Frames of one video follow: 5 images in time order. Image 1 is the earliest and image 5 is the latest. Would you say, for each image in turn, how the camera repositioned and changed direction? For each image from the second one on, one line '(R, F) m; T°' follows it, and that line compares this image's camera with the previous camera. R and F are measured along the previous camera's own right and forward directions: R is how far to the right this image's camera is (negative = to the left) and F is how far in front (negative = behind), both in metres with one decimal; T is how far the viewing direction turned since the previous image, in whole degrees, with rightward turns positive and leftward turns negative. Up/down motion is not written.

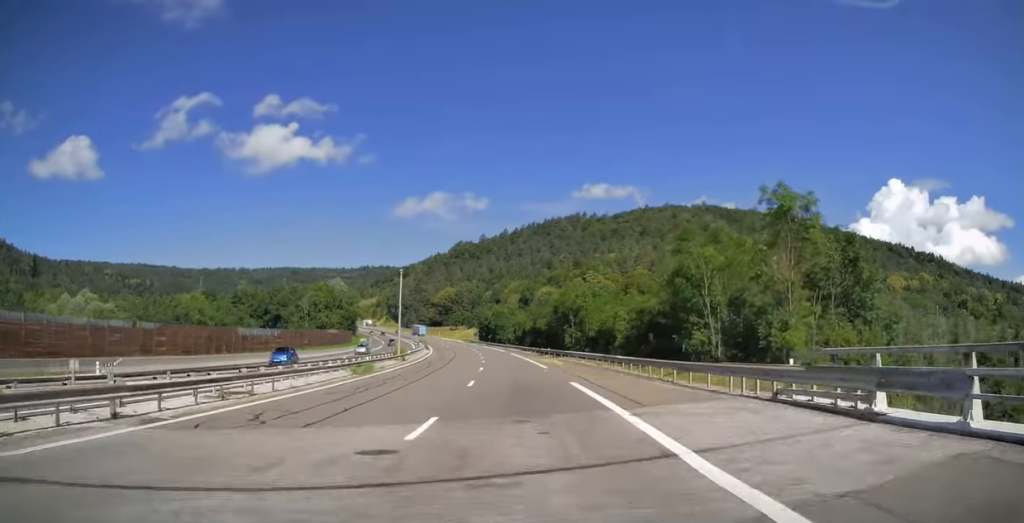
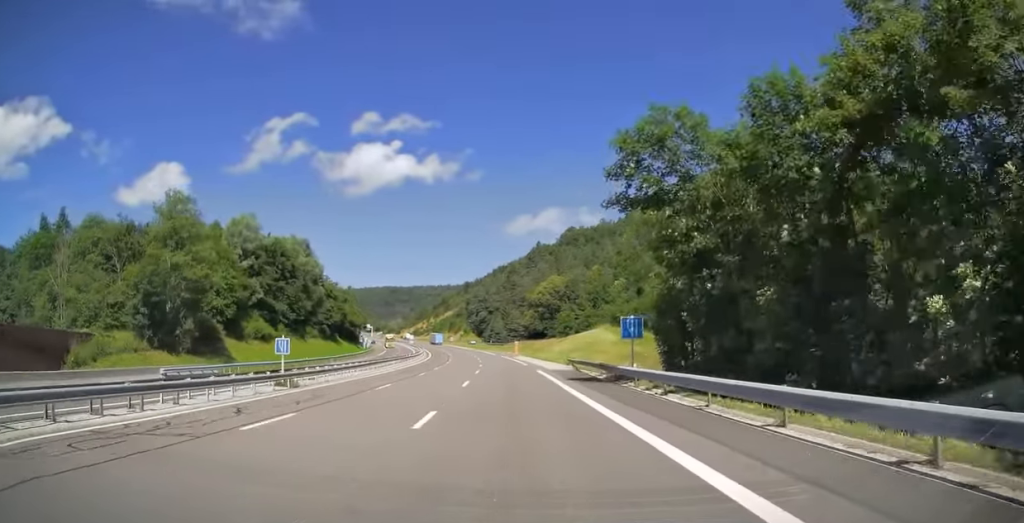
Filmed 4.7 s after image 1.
(-12.3, +141.3) m; -10°
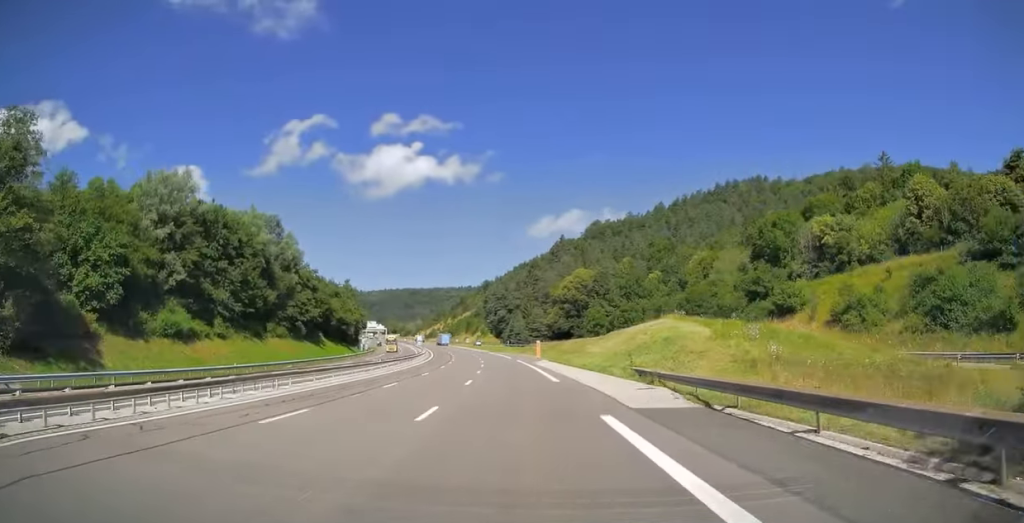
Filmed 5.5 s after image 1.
(0.0, +24.8) m; -2°
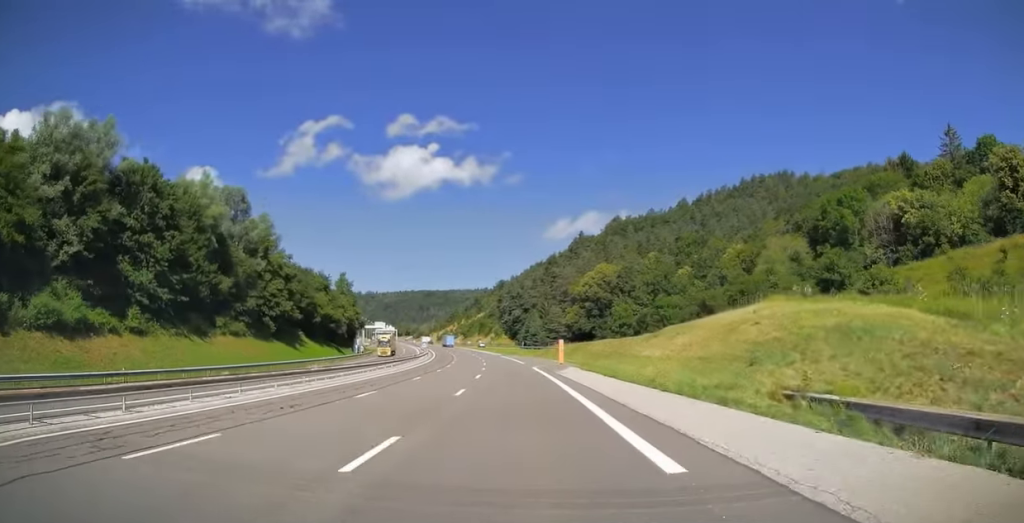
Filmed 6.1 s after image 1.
(-0.6, +18.2) m; -2°
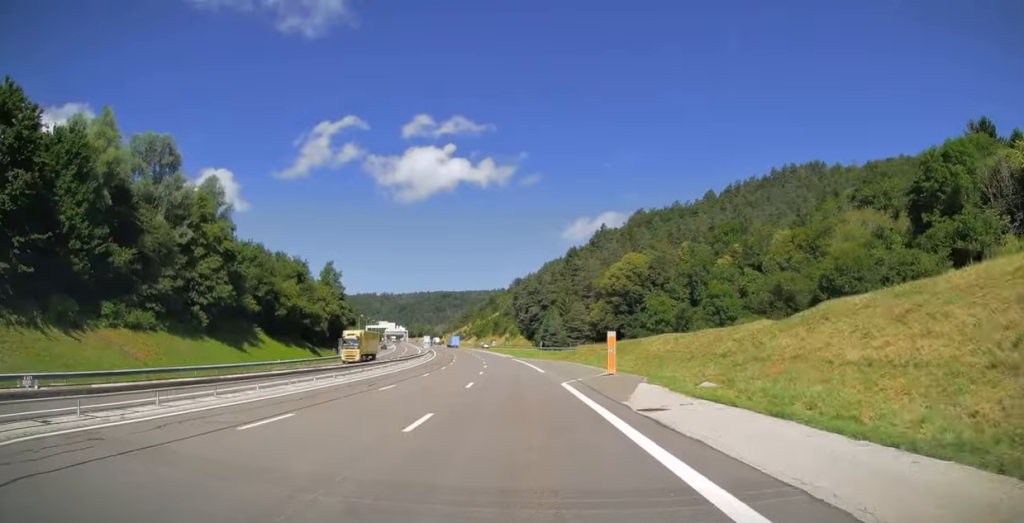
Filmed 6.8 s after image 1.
(-0.4, +22.3) m; -2°
